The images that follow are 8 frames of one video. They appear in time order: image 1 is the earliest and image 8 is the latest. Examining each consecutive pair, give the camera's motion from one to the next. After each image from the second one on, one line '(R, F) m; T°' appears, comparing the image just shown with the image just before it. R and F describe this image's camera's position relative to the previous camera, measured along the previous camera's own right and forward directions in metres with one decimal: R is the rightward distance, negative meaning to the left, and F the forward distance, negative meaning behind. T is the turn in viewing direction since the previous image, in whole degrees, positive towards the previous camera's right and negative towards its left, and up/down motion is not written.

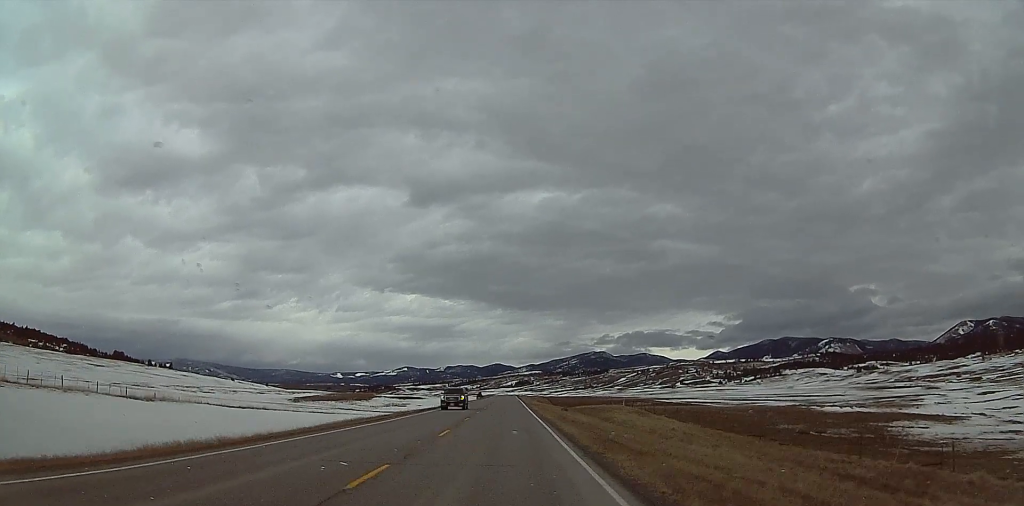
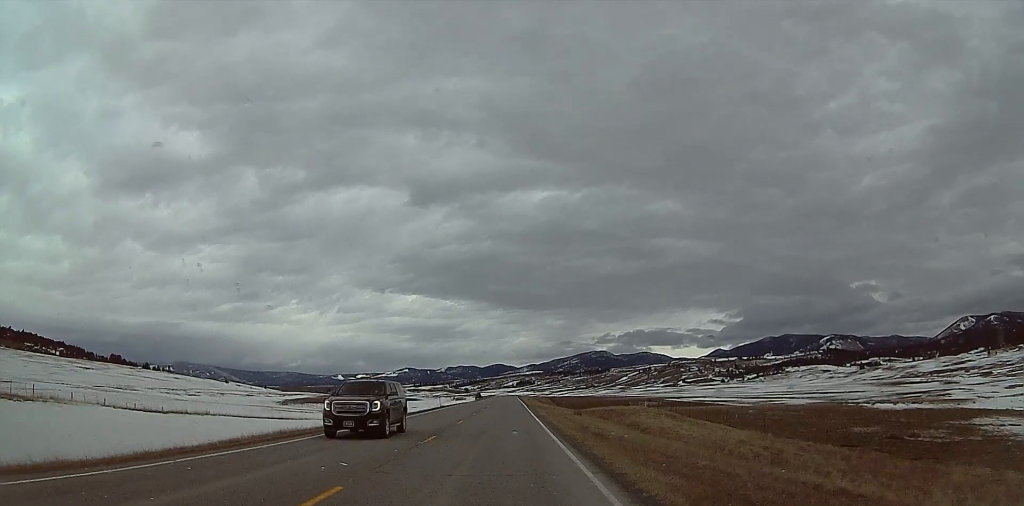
(+0.3, +15.4) m; 0°
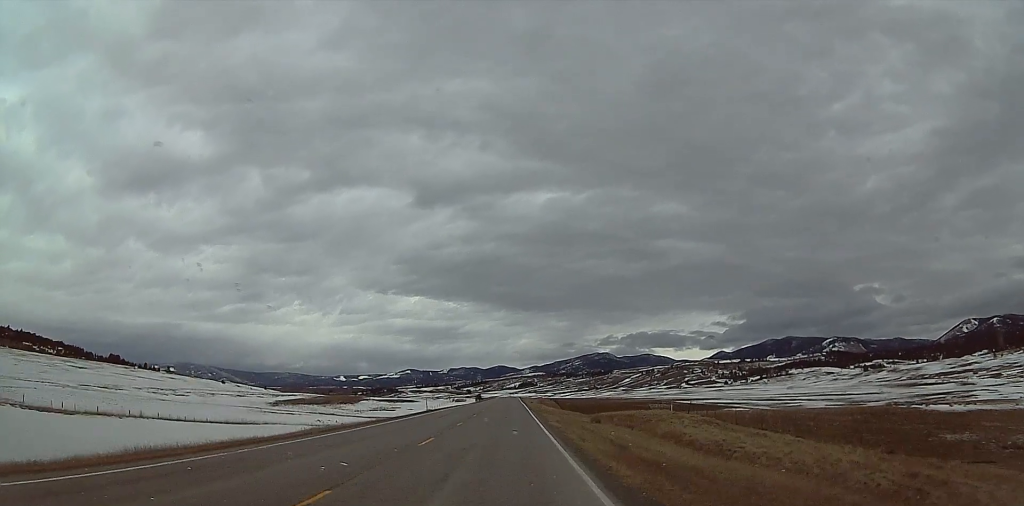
(0.0, +12.5) m; 0°
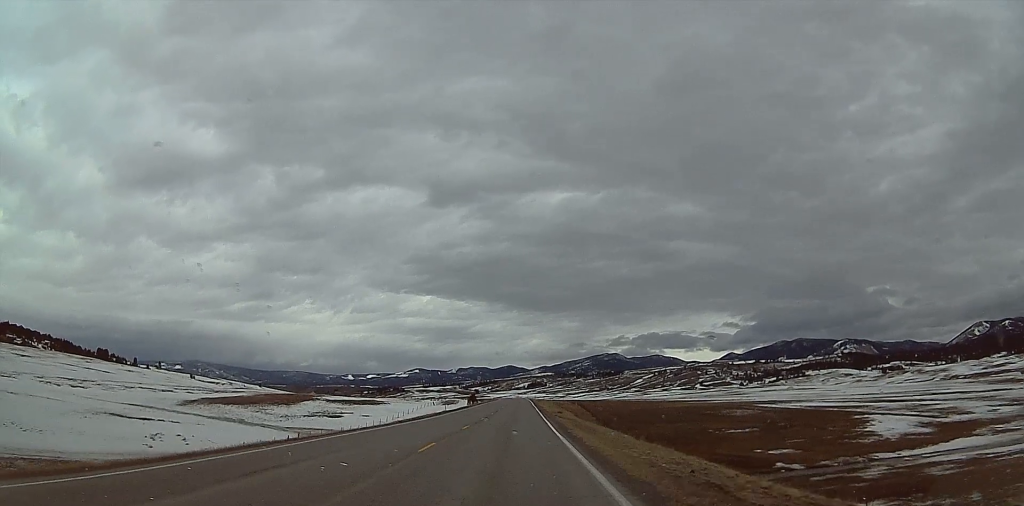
(-0.8, +75.3) m; -1°
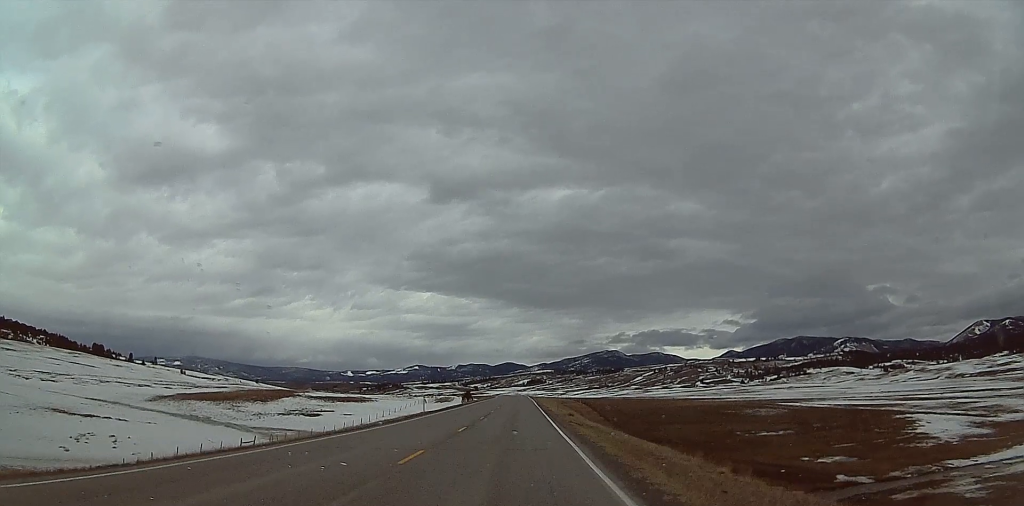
(+0.1, +15.4) m; 0°
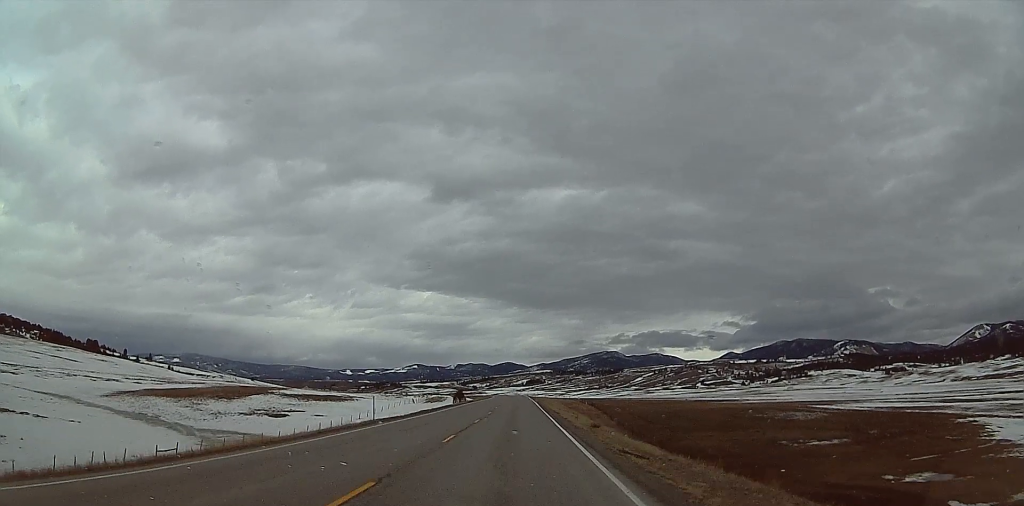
(+0.3, +18.3) m; +1°
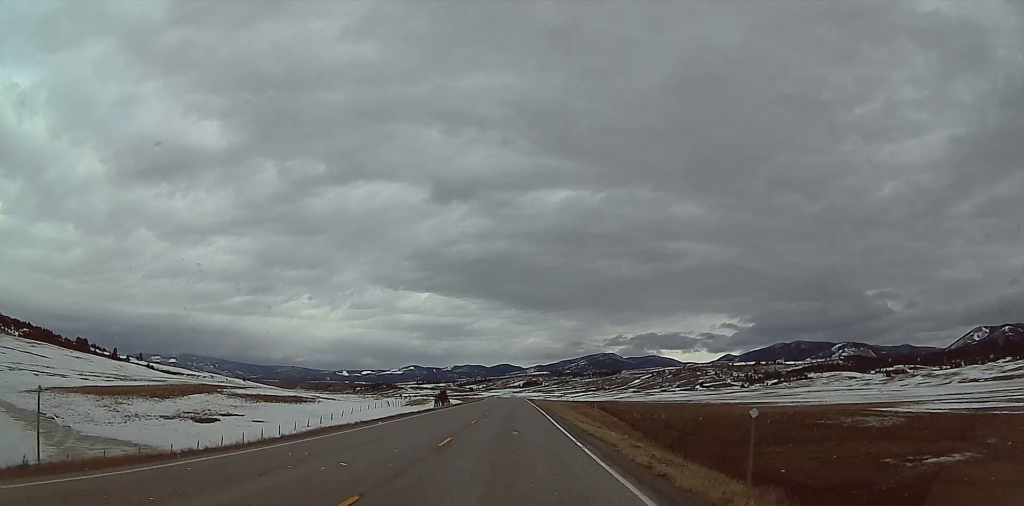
(0.0, +26.0) m; 0°
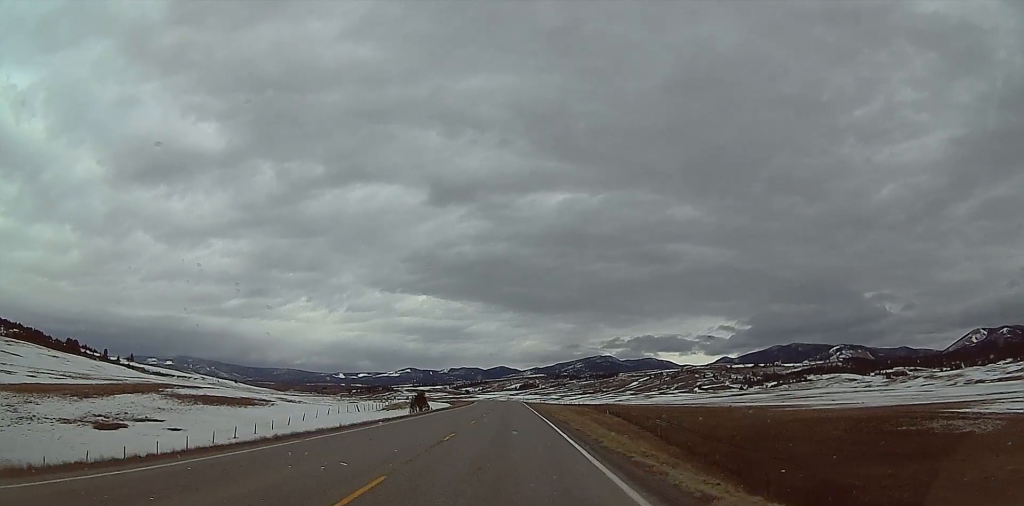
(0.0, +22.1) m; 0°
